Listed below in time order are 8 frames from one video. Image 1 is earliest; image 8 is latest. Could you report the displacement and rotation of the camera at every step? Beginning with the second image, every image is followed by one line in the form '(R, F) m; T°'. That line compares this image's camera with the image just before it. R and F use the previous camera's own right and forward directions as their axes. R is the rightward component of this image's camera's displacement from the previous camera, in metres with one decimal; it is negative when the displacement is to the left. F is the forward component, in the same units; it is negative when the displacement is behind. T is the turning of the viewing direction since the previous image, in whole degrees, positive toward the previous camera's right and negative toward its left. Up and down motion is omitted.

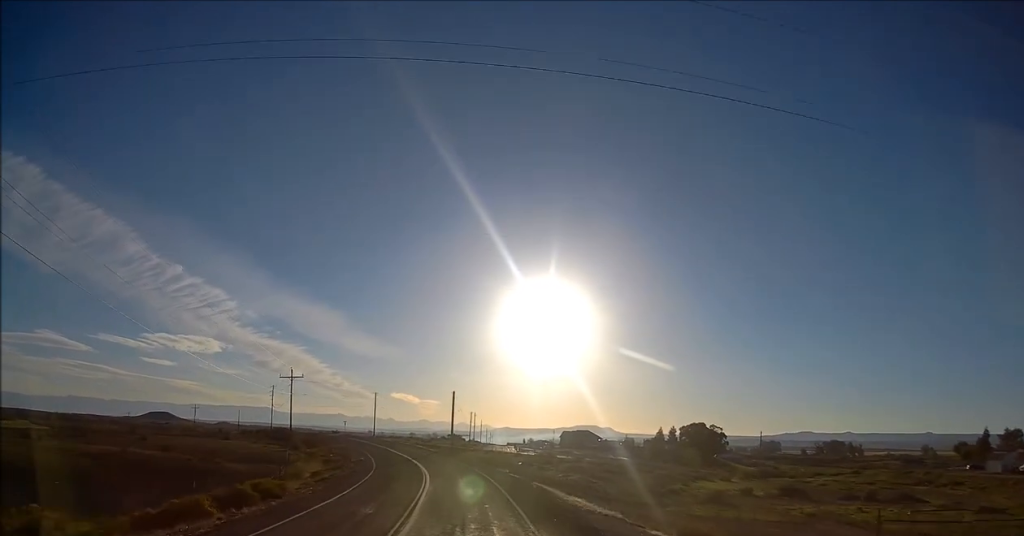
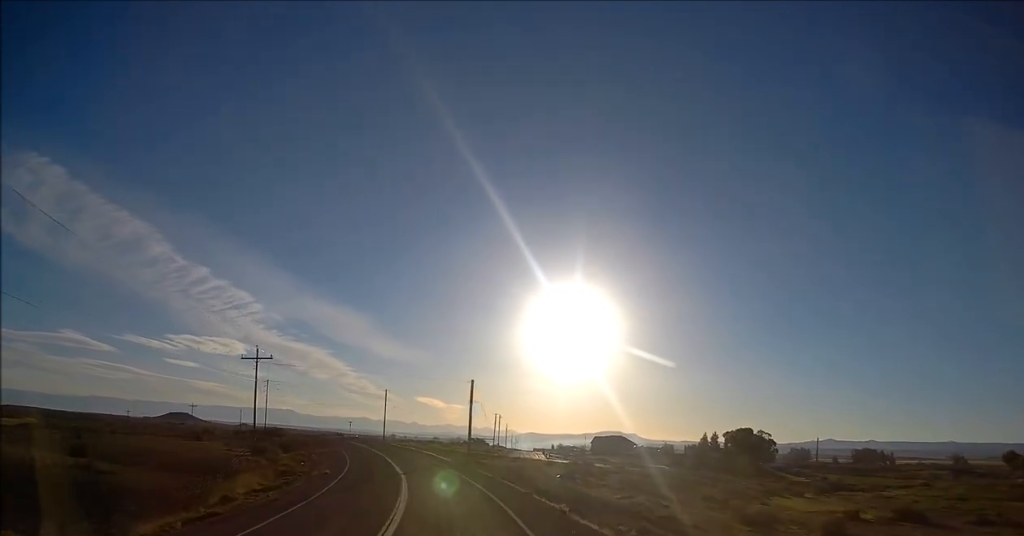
(-0.6, +22.5) m; -4°
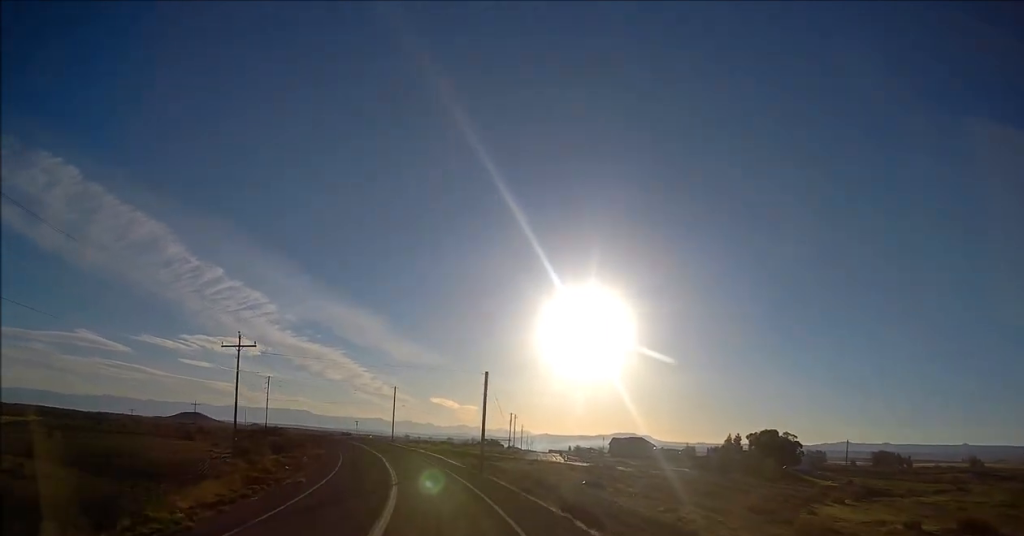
(-0.2, +8.6) m; -2°
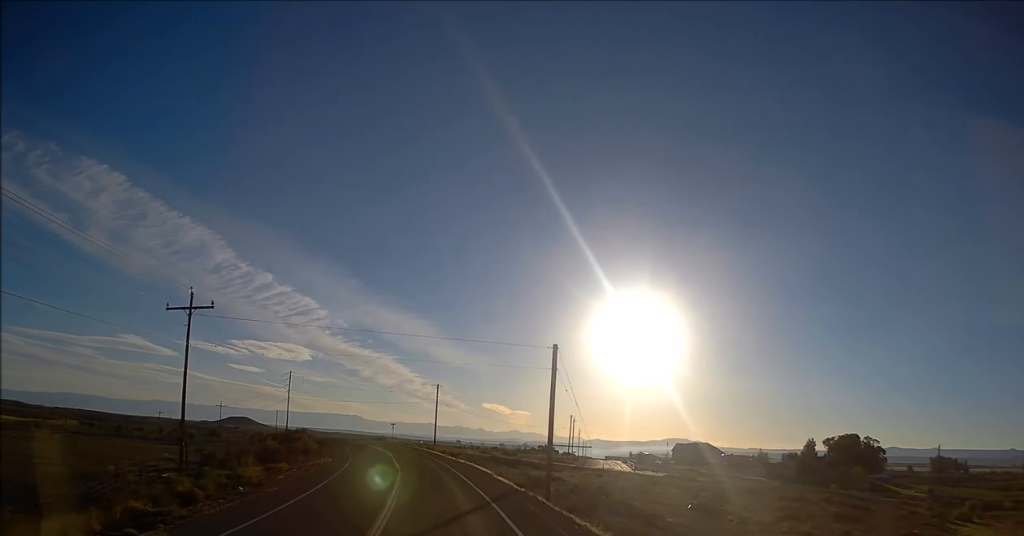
(-0.7, +18.2) m; -4°
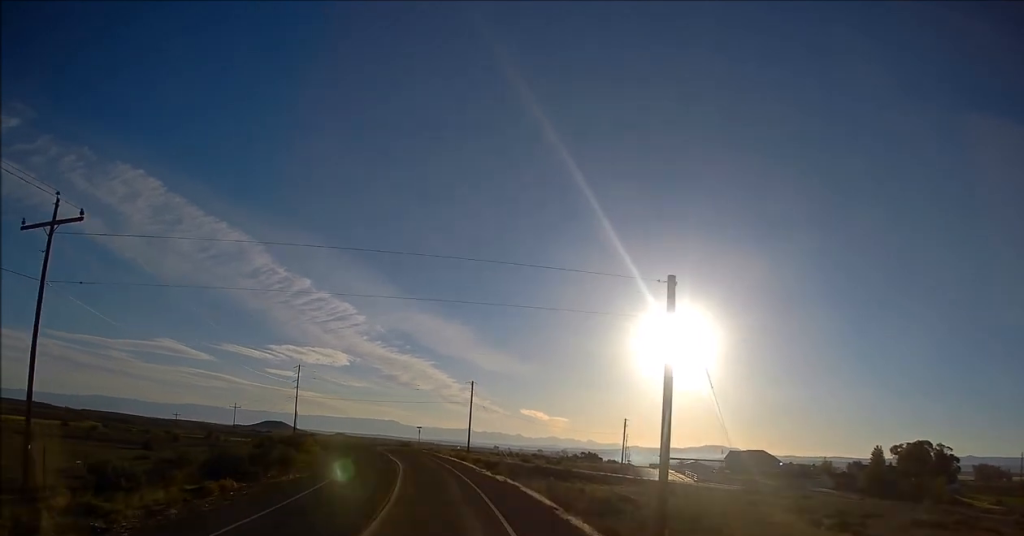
(-0.6, +17.1) m; -3°
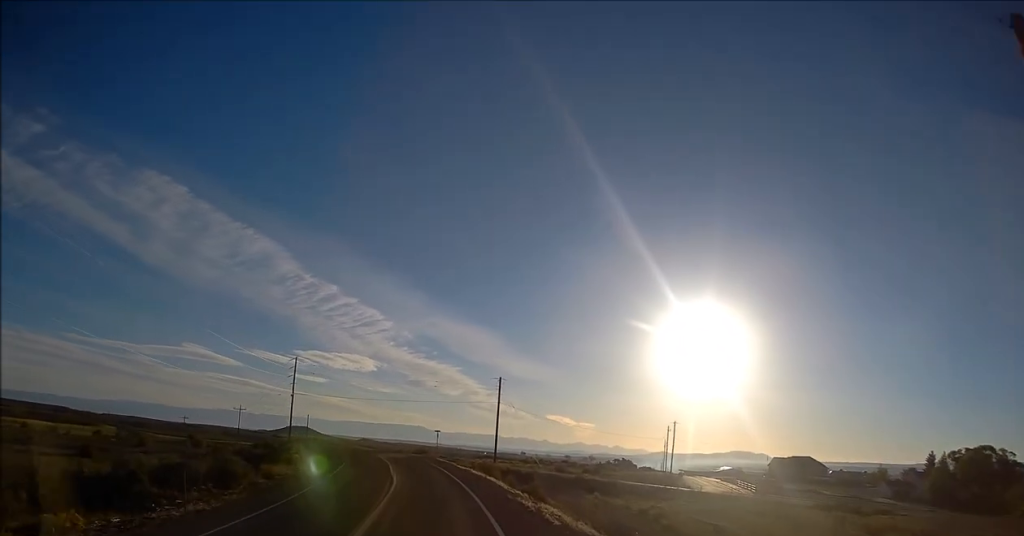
(-0.2, +15.6) m; -2°
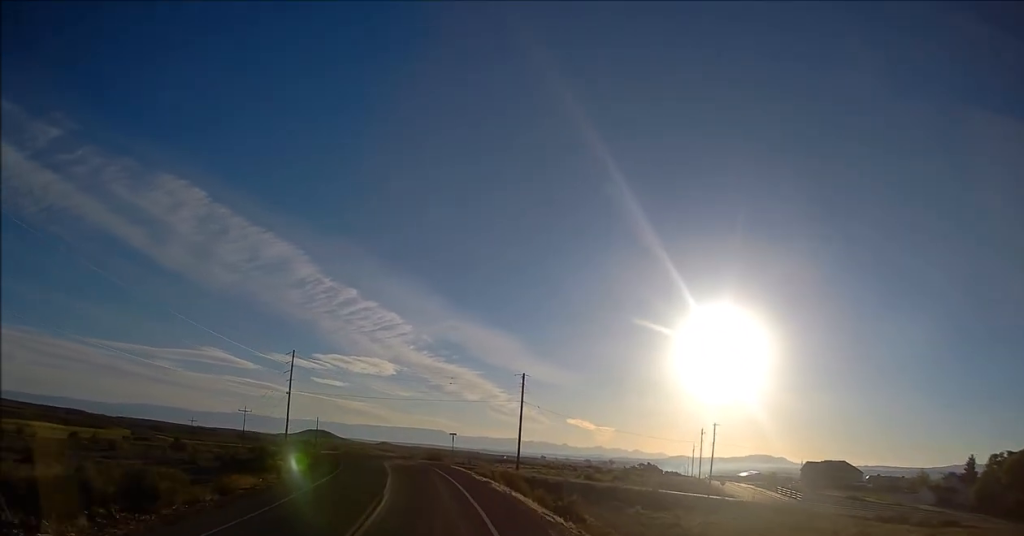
(-0.1, +10.1) m; -2°
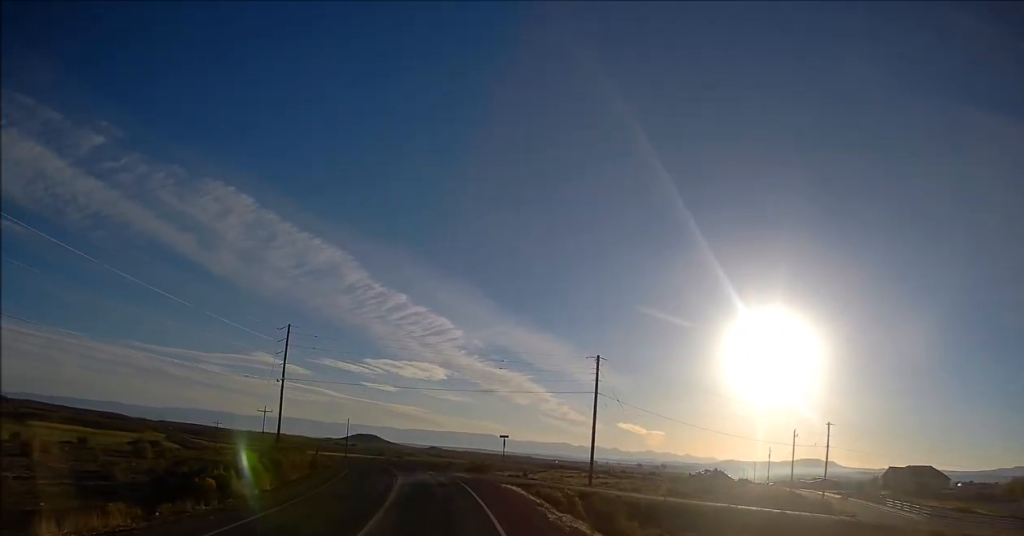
(-0.8, +19.3) m; -4°
